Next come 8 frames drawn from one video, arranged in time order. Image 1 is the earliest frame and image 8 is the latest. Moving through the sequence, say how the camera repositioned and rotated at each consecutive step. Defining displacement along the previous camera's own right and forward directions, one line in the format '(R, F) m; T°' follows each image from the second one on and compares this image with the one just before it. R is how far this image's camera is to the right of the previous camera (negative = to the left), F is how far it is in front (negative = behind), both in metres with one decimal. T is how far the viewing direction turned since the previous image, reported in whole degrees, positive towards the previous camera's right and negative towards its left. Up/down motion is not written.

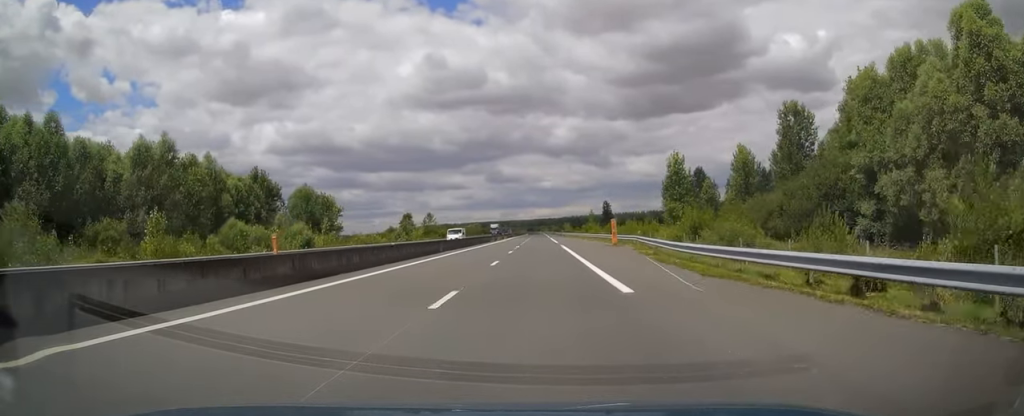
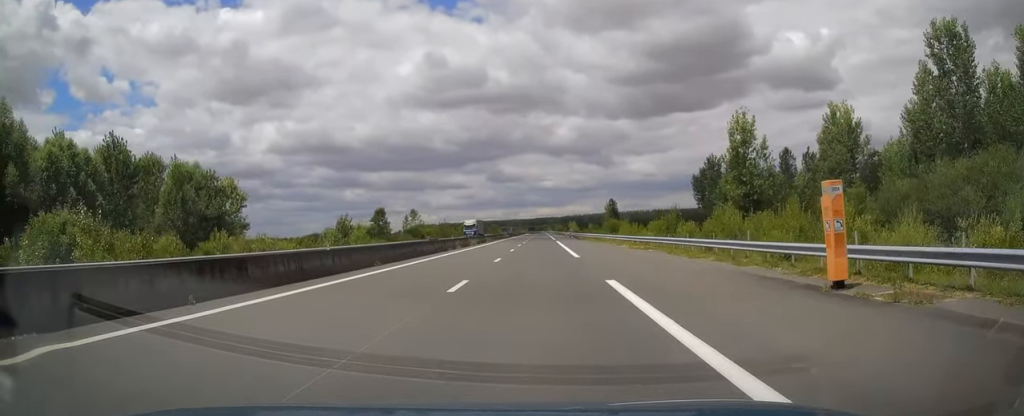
(0.0, +36.2) m; 0°
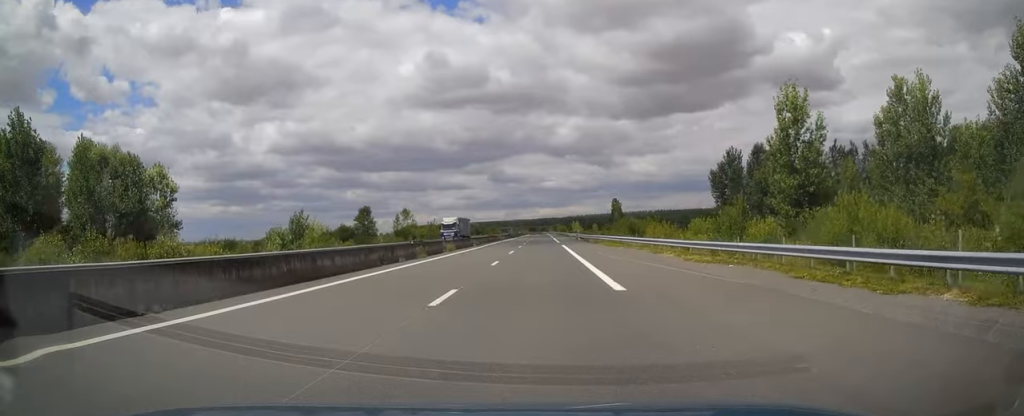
(0.0, +15.2) m; 0°
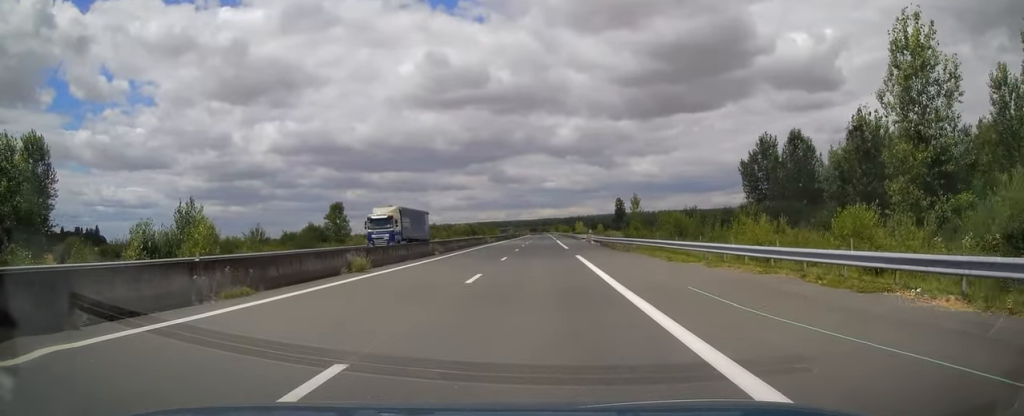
(0.0, +21.0) m; 0°
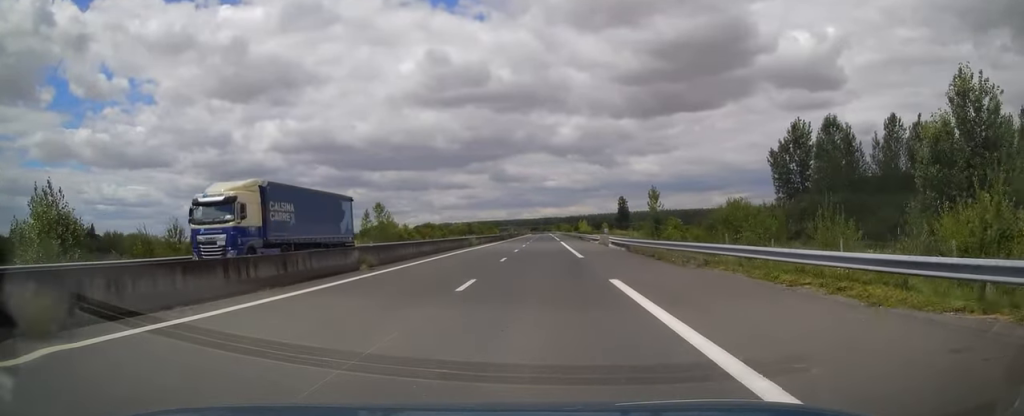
(0.0, +15.2) m; 0°
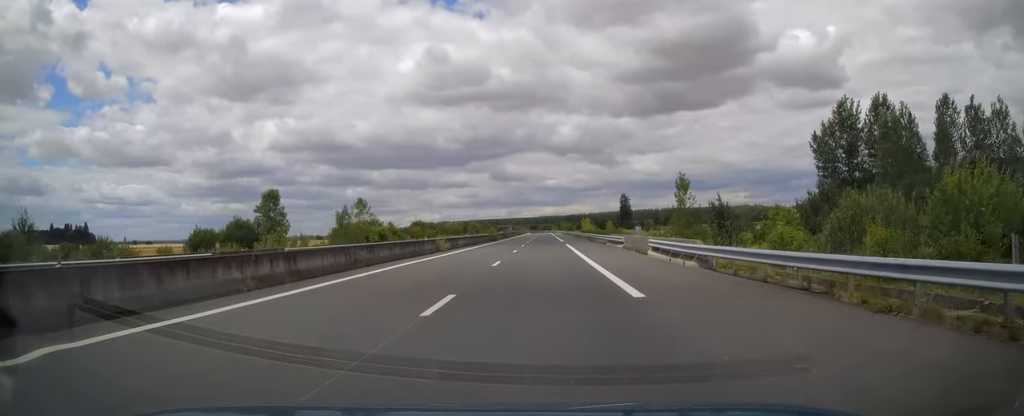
(0.0, +17.1) m; 0°
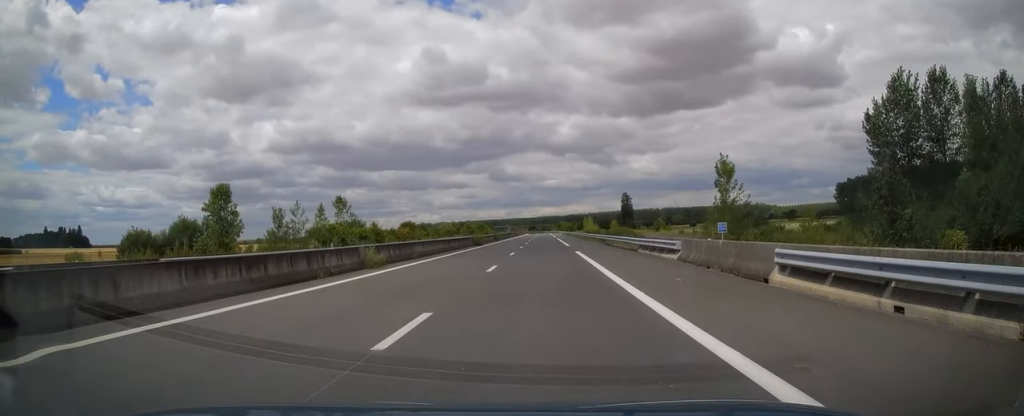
(0.0, +15.7) m; 0°
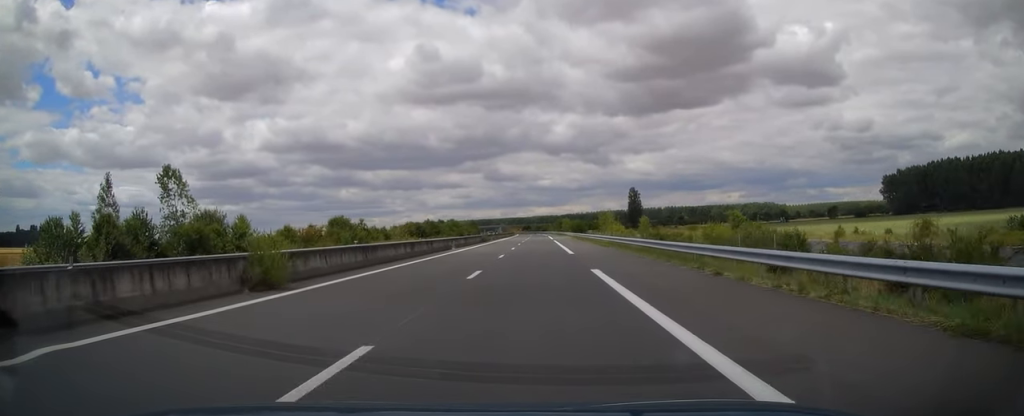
(+0.1, +67.5) m; 0°
